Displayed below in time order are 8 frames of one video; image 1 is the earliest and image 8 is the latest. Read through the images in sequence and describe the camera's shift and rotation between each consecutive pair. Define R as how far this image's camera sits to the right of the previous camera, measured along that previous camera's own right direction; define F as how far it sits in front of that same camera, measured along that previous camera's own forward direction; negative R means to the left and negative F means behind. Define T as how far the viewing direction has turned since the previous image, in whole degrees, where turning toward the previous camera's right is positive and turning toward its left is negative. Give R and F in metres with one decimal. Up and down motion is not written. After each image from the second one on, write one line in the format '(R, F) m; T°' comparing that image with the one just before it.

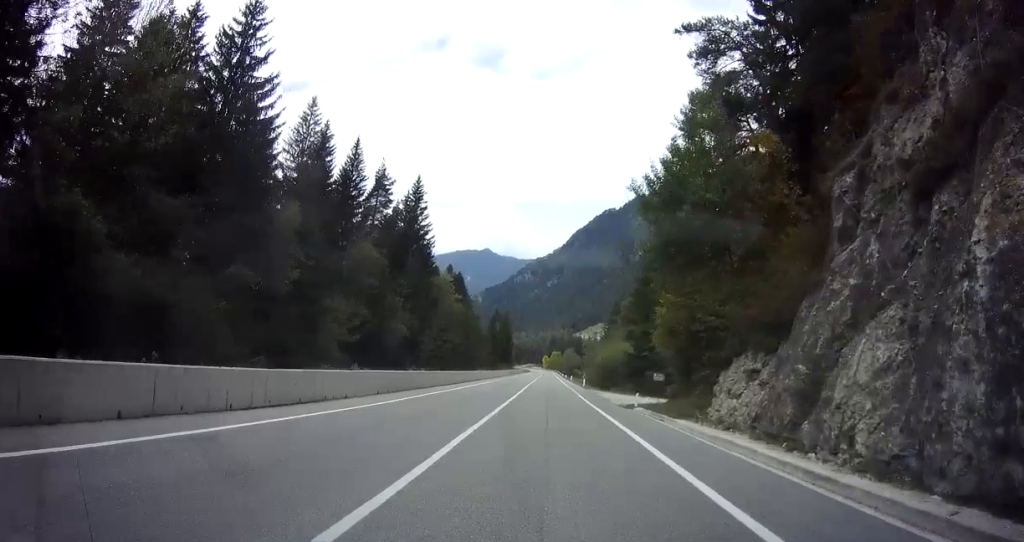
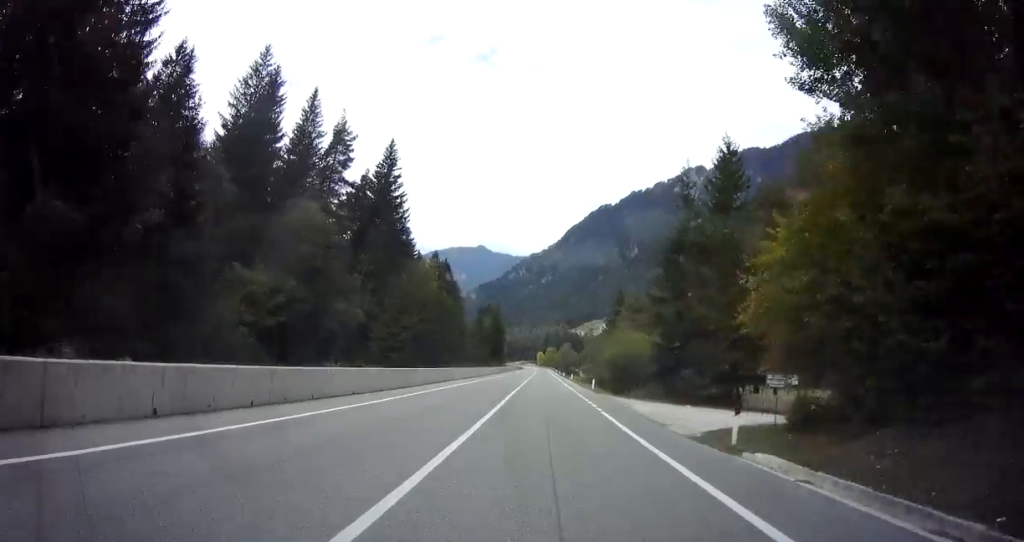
(0.0, +14.7) m; 0°
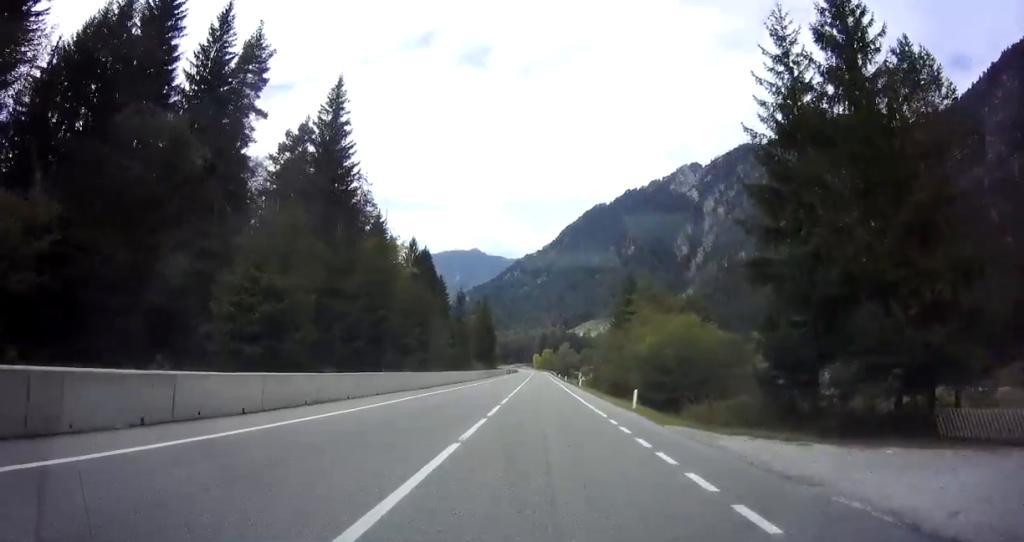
(0.0, +20.7) m; +1°
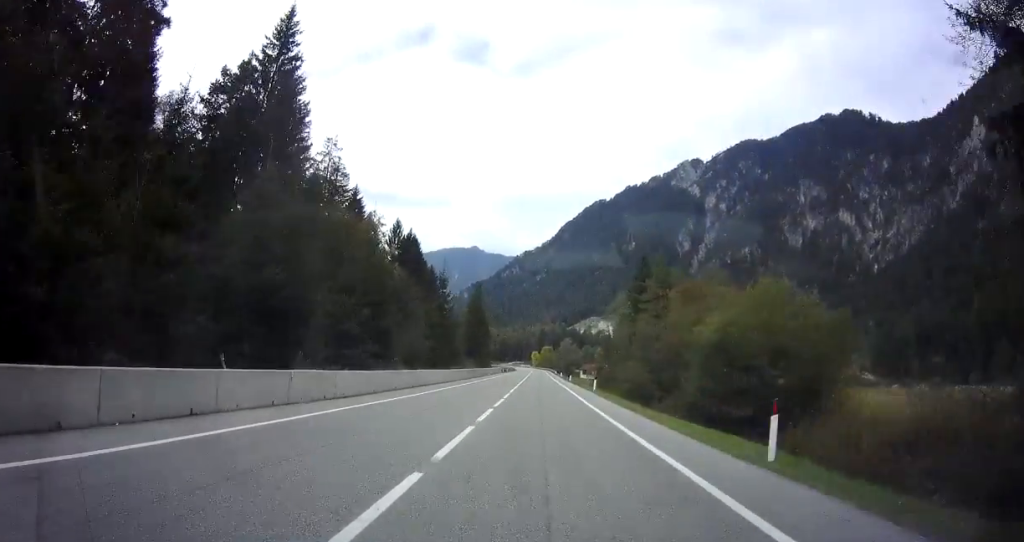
(+0.4, +14.0) m; 0°
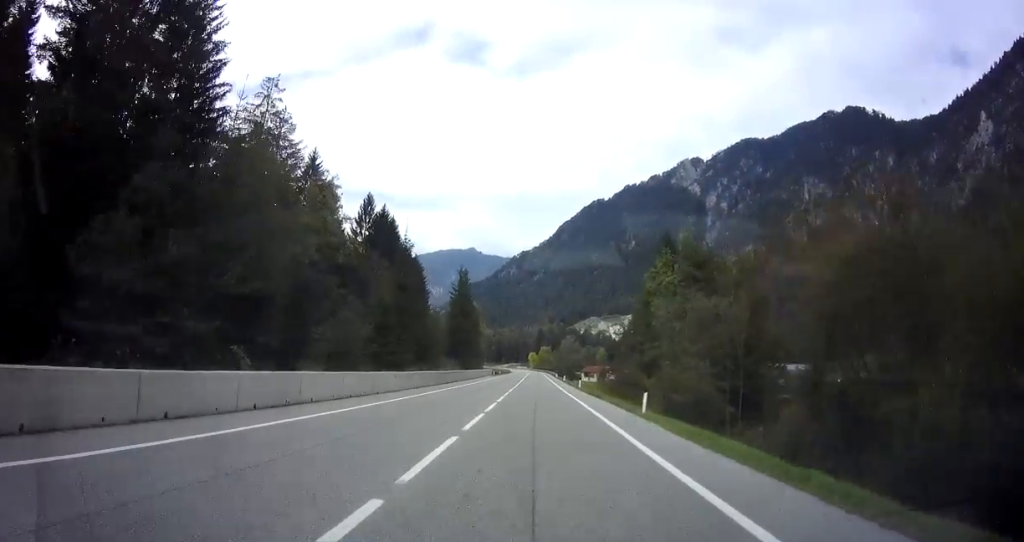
(-0.2, +18.4) m; 0°
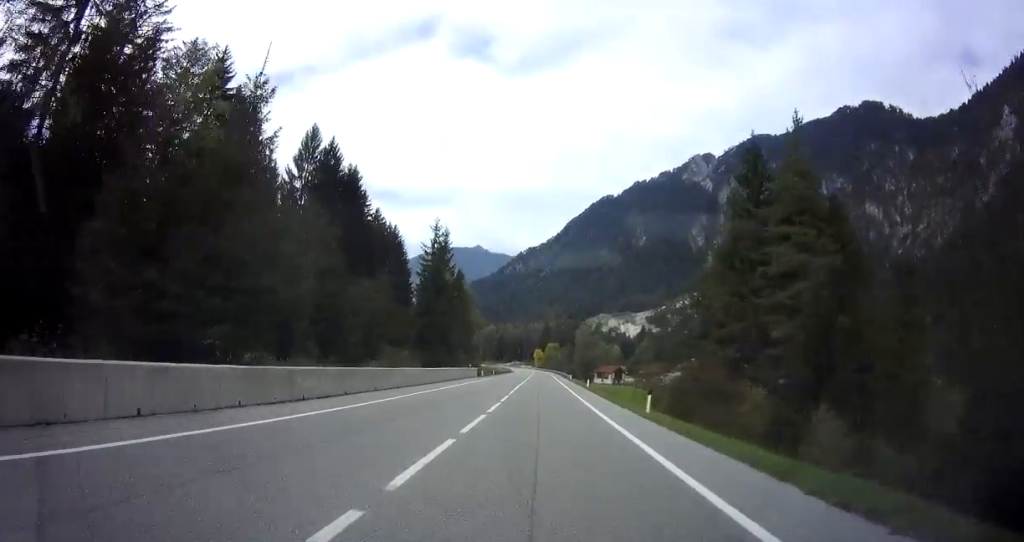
(0.0, +28.7) m; 0°
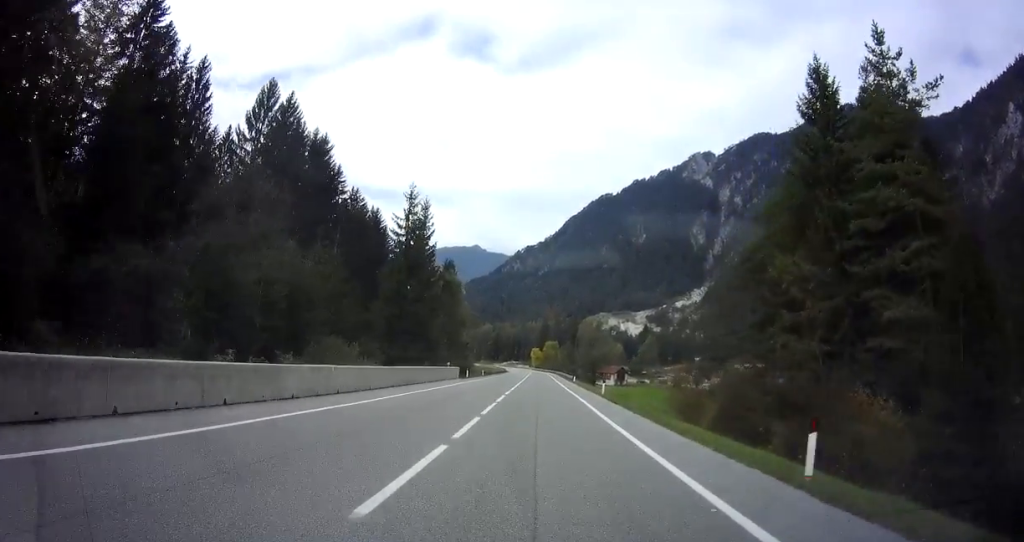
(-0.1, +13.2) m; 0°
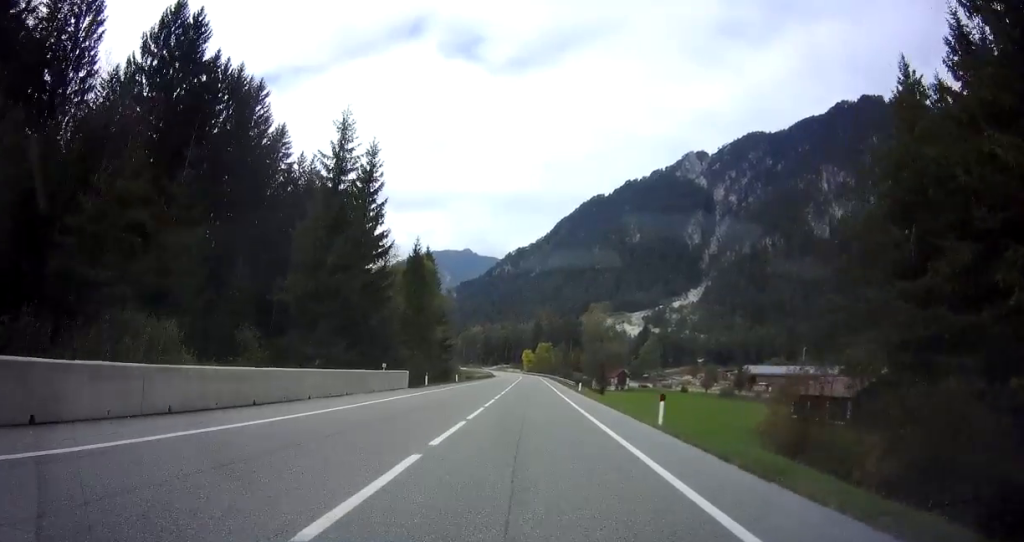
(0.0, +17.7) m; 0°
